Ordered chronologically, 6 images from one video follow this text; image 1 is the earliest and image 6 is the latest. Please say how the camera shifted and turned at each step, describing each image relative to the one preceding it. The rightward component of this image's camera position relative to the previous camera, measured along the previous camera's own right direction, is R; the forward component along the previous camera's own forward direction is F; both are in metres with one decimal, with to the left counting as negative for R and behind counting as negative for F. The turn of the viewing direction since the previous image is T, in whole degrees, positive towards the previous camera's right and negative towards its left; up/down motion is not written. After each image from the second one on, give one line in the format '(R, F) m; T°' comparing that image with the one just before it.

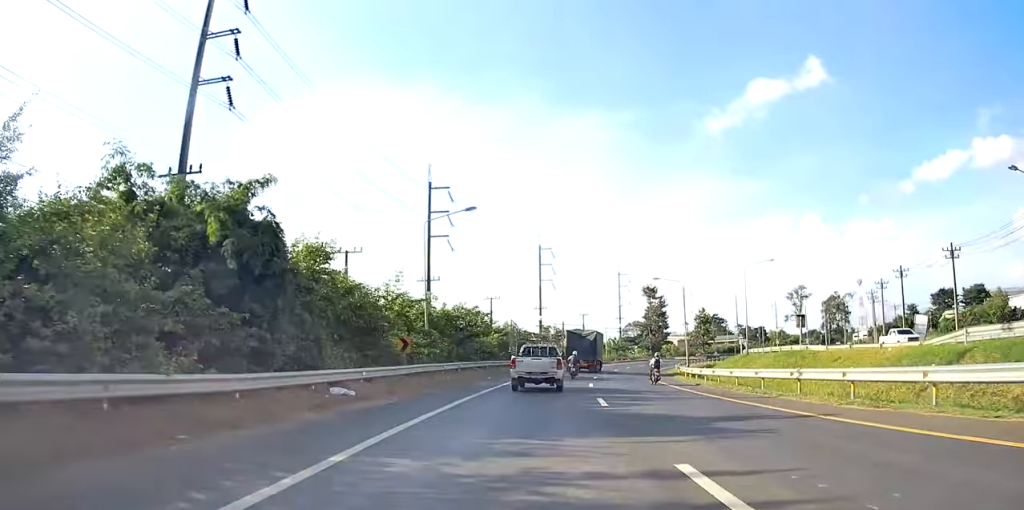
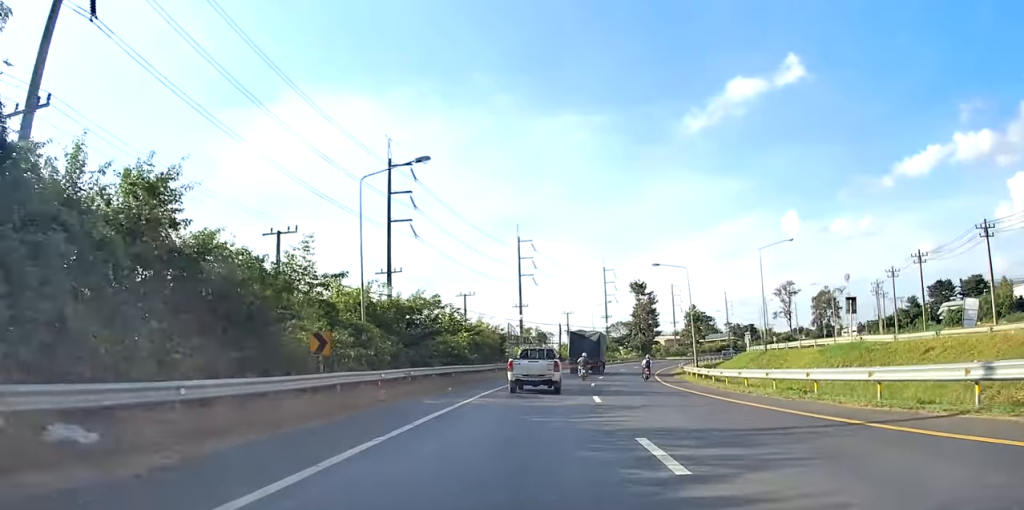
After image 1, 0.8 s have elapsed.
(-0.3, +9.9) m; 0°
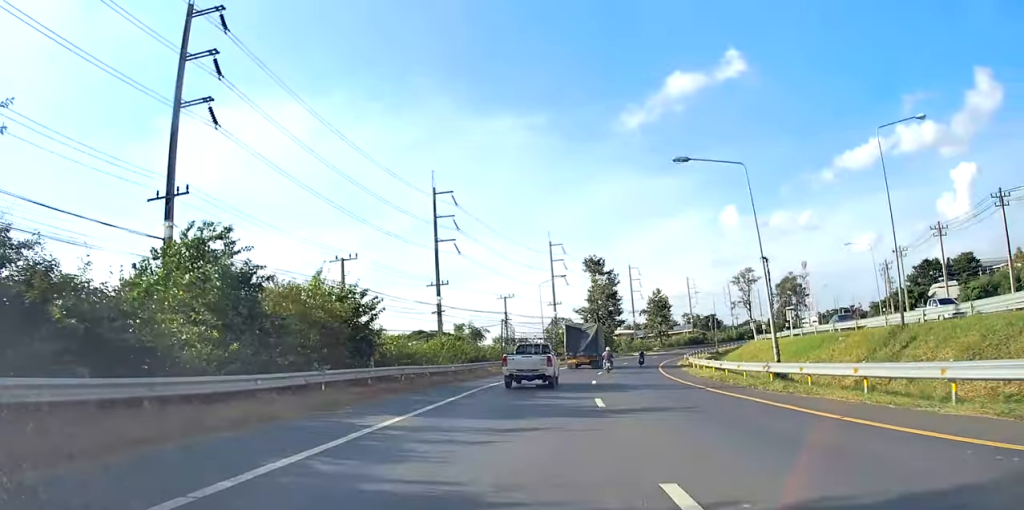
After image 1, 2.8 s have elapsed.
(+1.0, +27.1) m; +4°
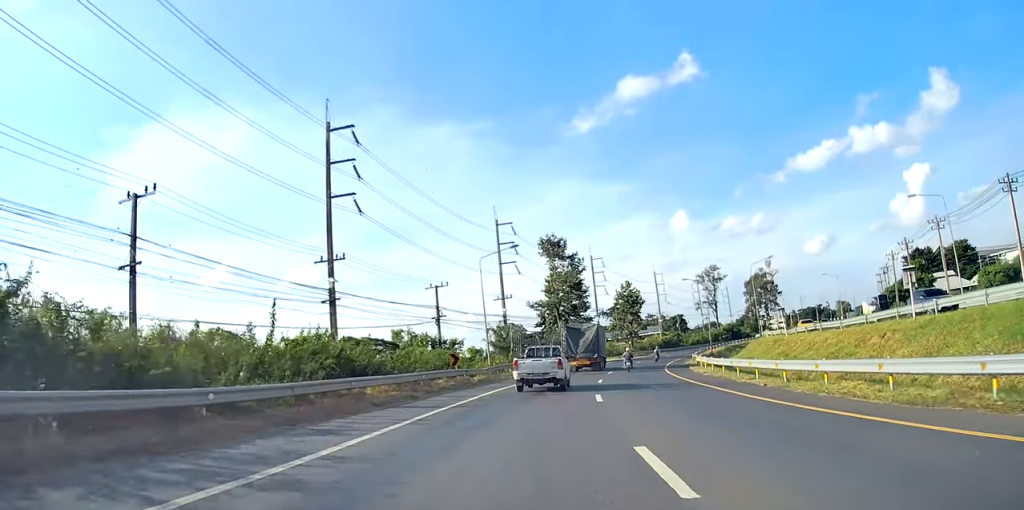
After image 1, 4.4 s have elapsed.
(0.0, +21.8) m; +1°
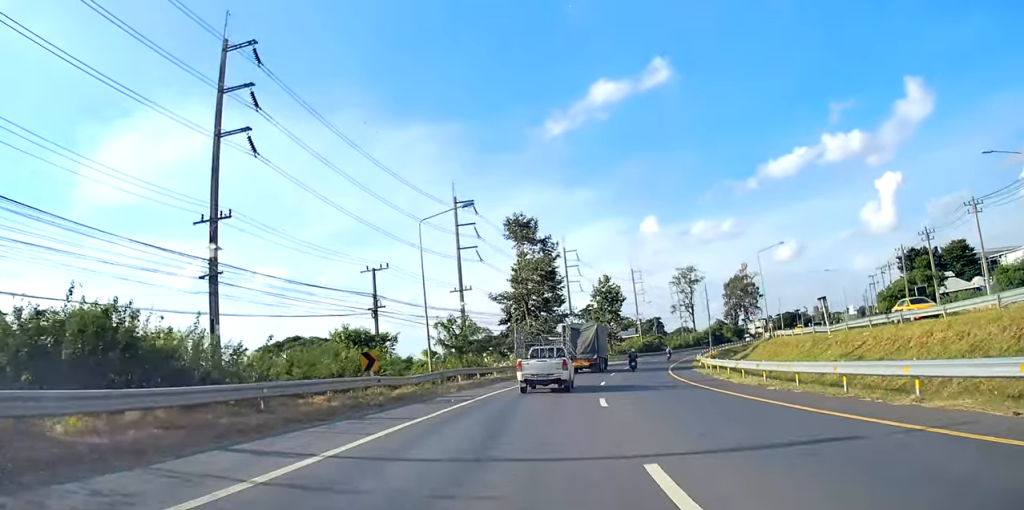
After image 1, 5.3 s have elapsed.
(+0.1, +13.1) m; +4°
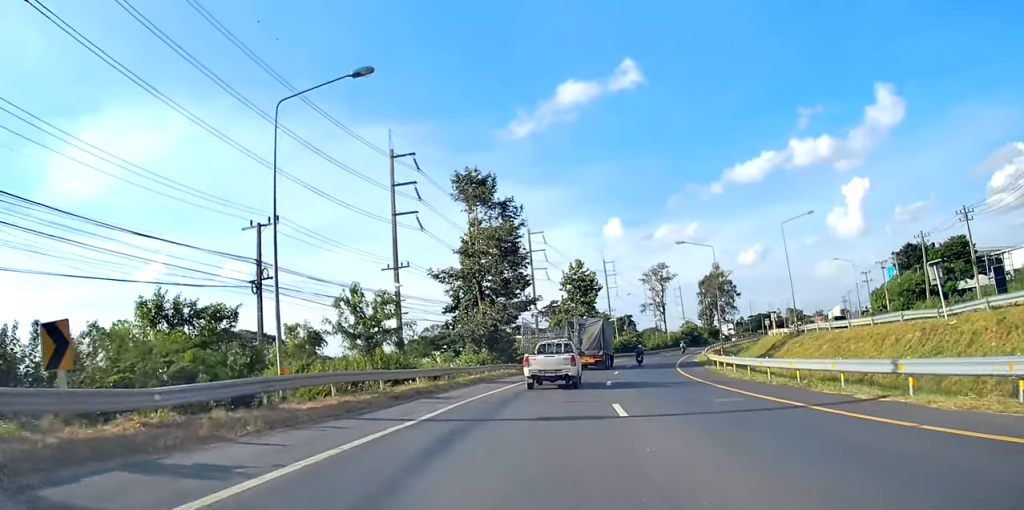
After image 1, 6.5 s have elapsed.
(+1.3, +16.3) m; +6°
